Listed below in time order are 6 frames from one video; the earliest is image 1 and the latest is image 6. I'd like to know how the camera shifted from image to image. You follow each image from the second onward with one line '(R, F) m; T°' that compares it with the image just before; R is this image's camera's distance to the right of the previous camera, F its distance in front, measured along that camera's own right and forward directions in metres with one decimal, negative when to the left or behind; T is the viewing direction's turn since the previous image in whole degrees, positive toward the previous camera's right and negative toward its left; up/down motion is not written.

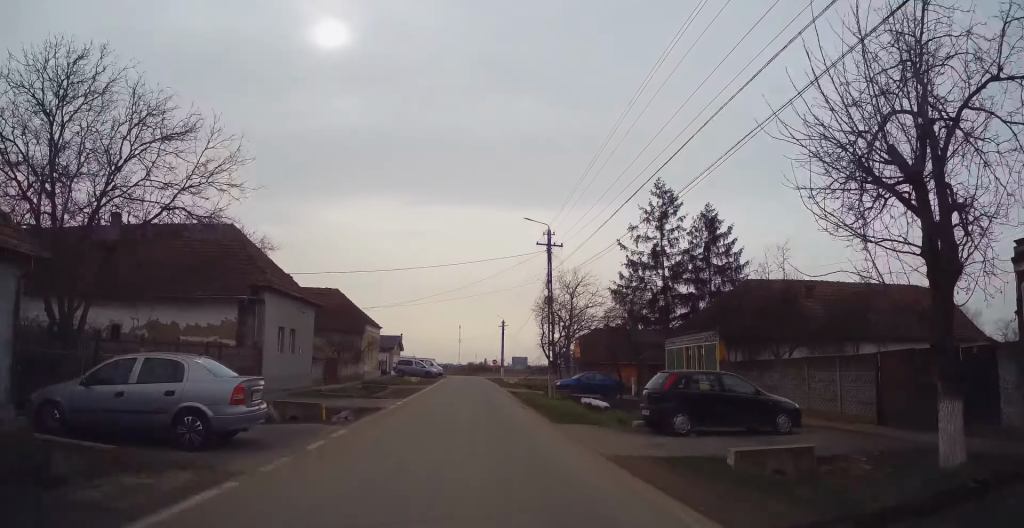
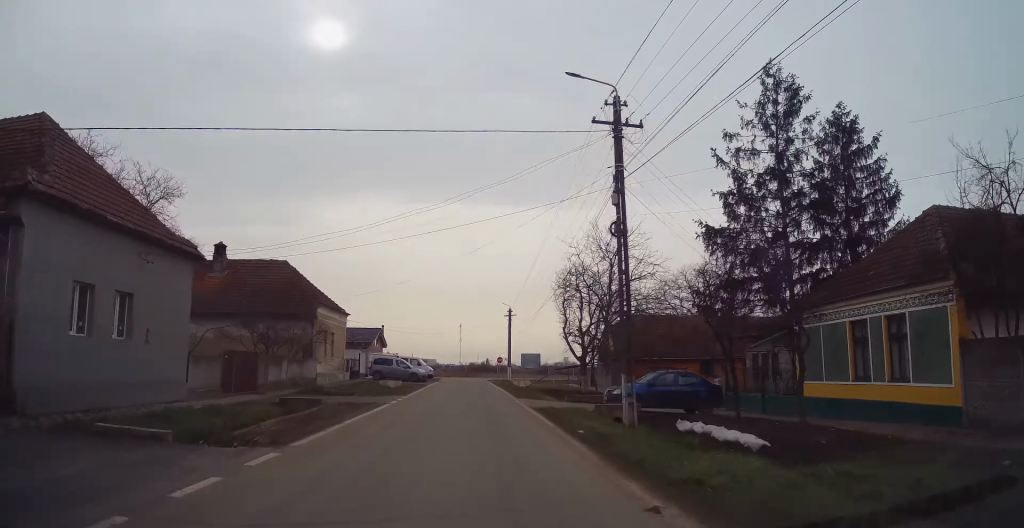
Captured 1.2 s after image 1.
(-0.2, +15.9) m; 0°
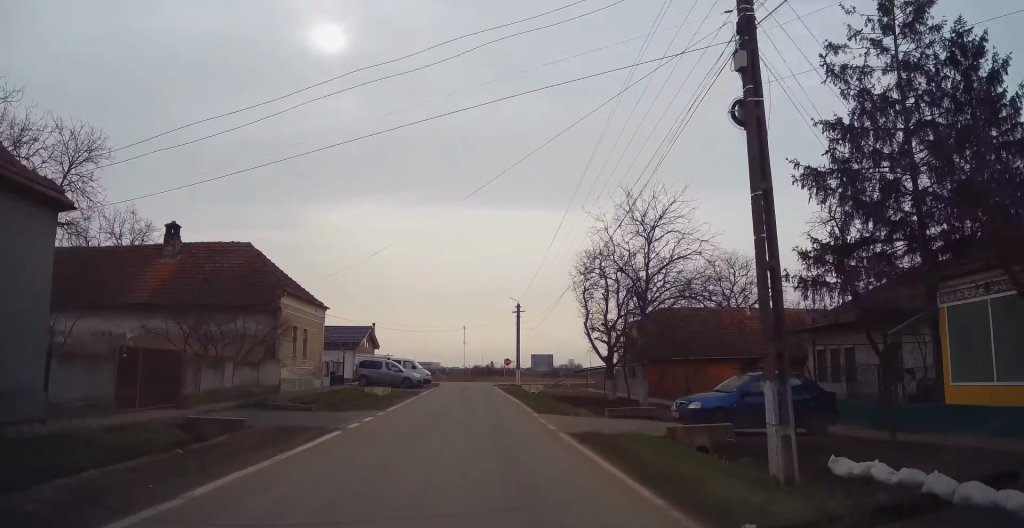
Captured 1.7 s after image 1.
(+0.2, +7.8) m; 0°
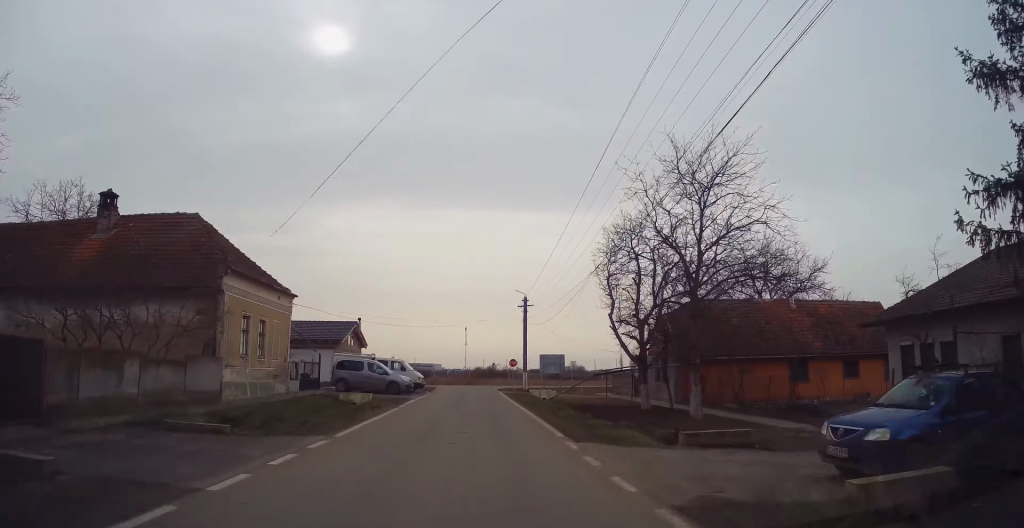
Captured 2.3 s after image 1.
(-0.1, +7.3) m; 0°
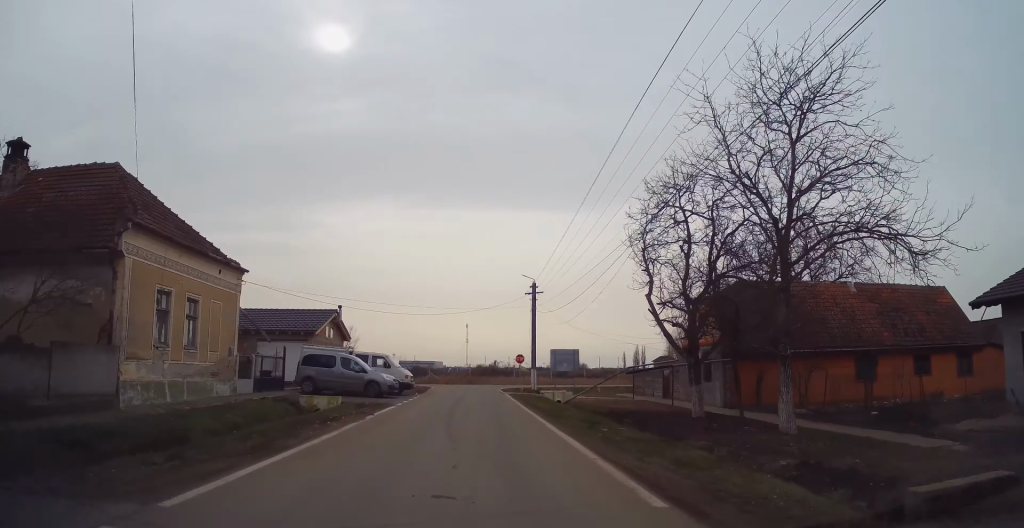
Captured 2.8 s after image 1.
(-0.2, +7.3) m; 0°
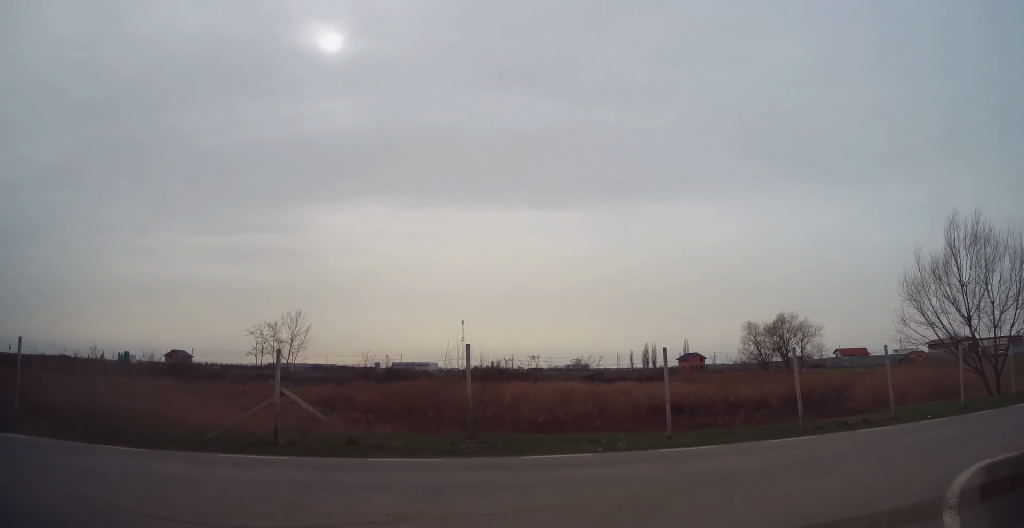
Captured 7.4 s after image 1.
(-0.2, +46.1) m; +3°
